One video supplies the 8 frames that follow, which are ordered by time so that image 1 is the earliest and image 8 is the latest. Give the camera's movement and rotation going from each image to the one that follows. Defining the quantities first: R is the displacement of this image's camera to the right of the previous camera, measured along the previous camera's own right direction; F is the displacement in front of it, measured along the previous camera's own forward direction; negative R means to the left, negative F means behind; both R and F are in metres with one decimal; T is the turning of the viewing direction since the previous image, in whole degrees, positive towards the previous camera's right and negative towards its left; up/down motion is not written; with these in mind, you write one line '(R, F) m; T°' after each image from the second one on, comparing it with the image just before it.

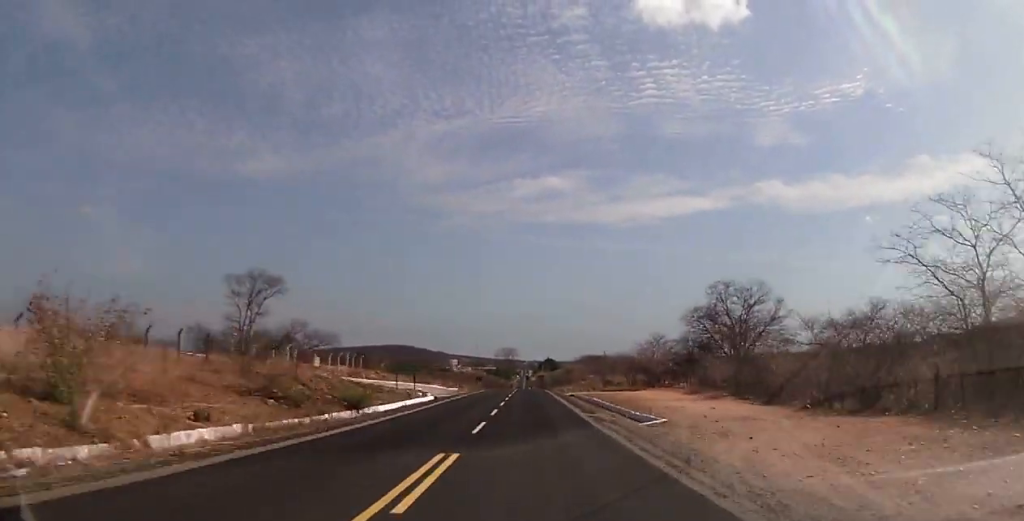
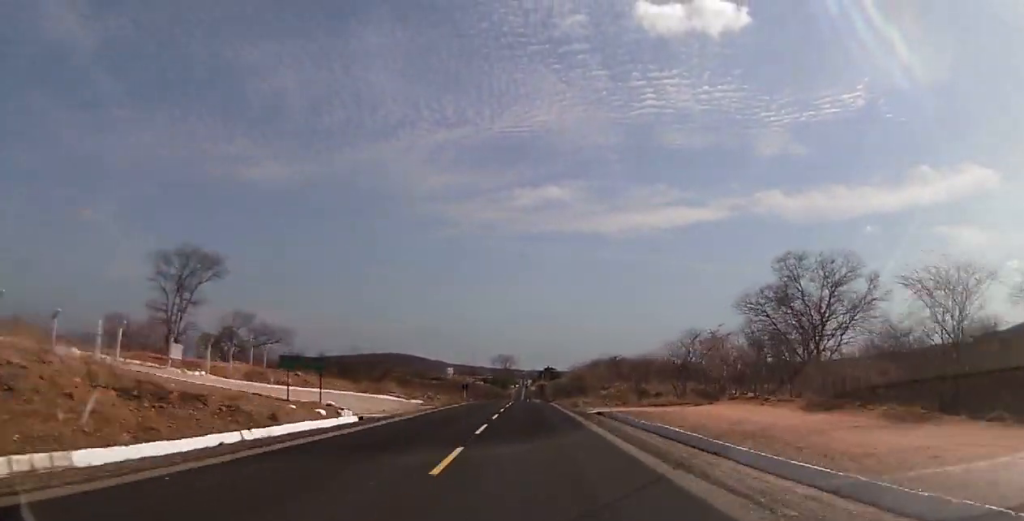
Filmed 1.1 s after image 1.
(-0.2, +24.3) m; 0°
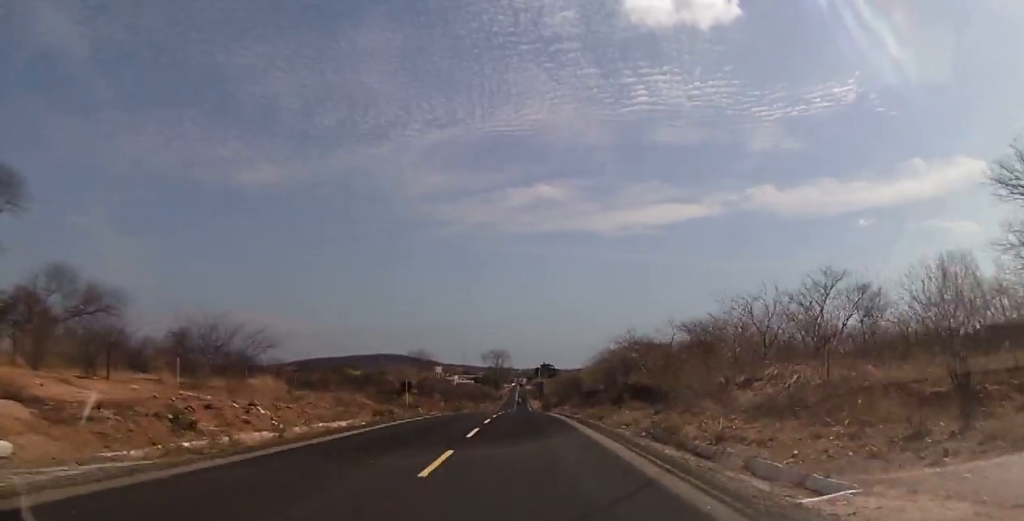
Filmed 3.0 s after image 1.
(+0.2, +41.0) m; -1°
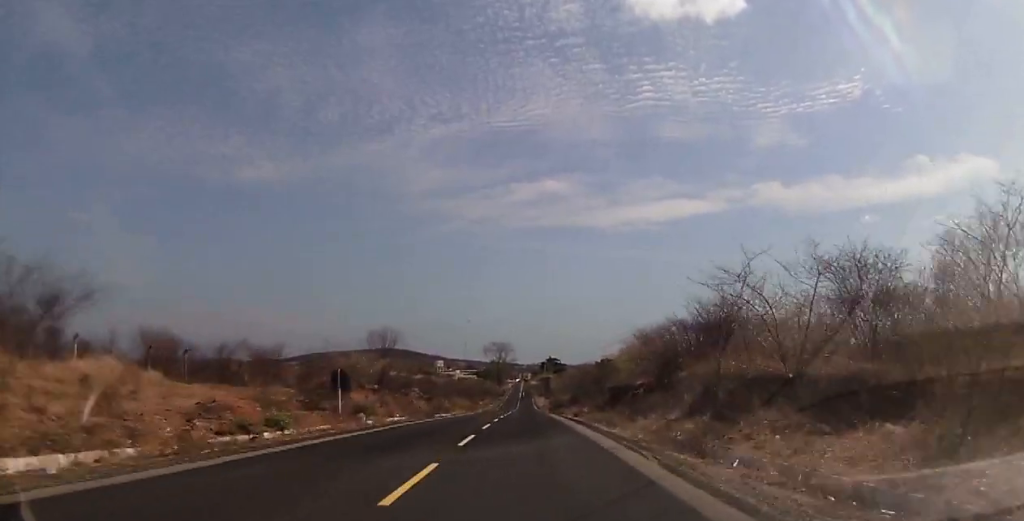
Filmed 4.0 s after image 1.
(-0.2, +19.3) m; 0°
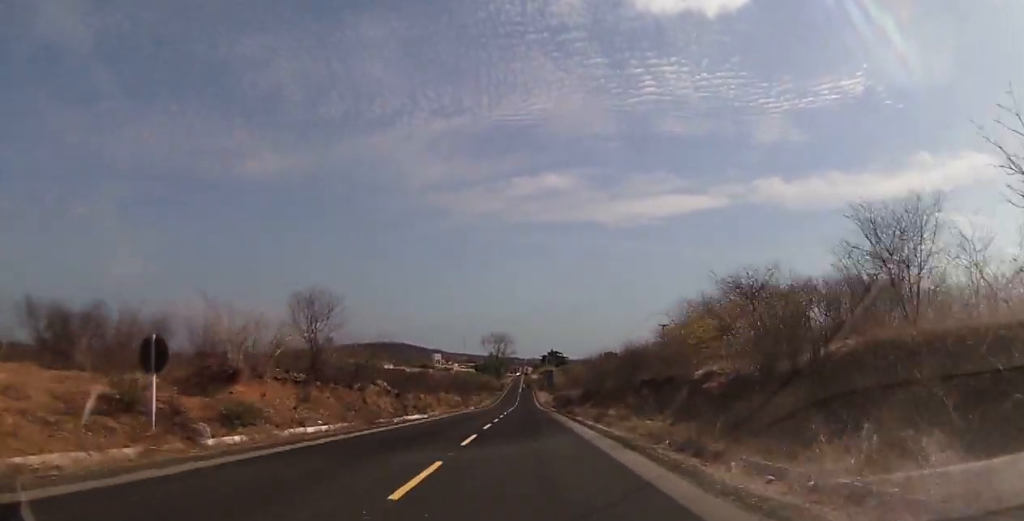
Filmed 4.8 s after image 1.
(+0.1, +16.1) m; 0°
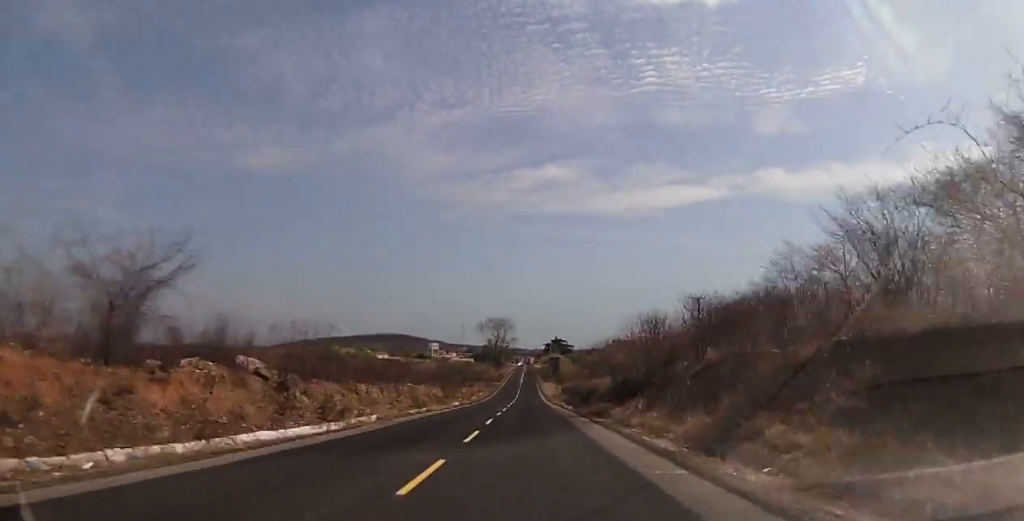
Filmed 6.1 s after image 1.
(-0.1, +23.7) m; 0°
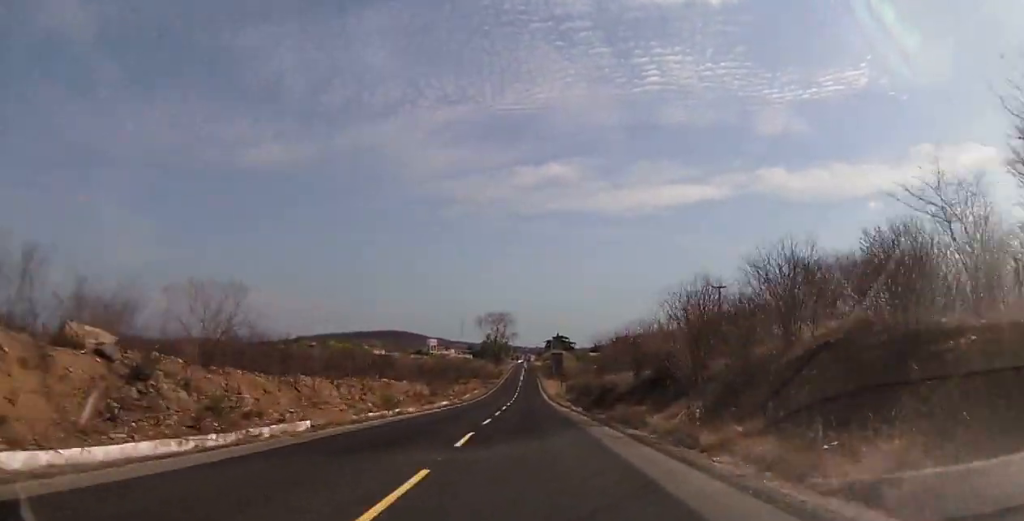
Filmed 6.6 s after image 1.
(0.0, +9.9) m; 0°
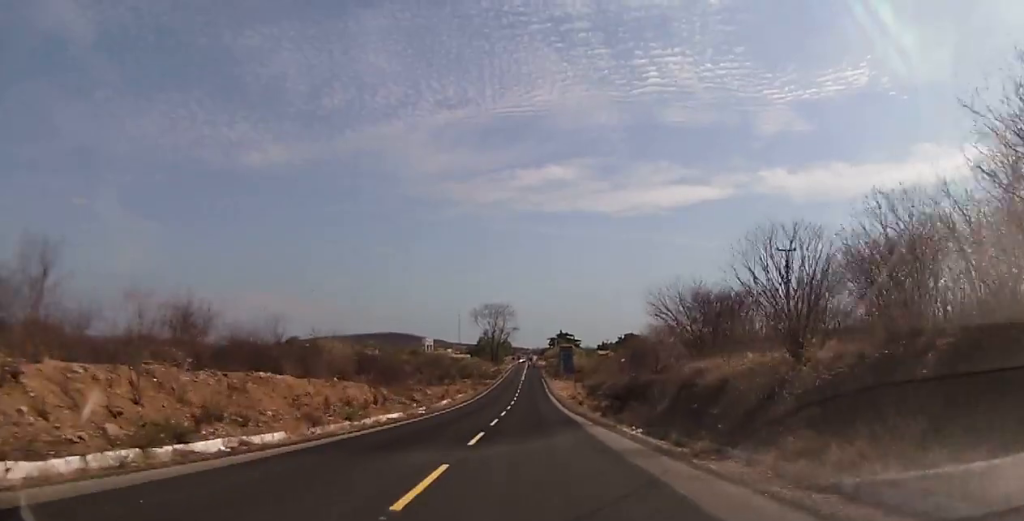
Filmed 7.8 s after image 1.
(+0.2, +22.5) m; 0°
